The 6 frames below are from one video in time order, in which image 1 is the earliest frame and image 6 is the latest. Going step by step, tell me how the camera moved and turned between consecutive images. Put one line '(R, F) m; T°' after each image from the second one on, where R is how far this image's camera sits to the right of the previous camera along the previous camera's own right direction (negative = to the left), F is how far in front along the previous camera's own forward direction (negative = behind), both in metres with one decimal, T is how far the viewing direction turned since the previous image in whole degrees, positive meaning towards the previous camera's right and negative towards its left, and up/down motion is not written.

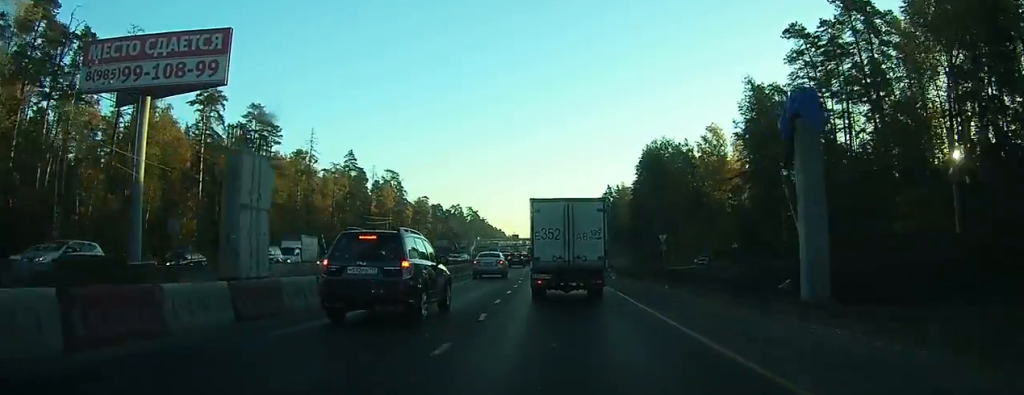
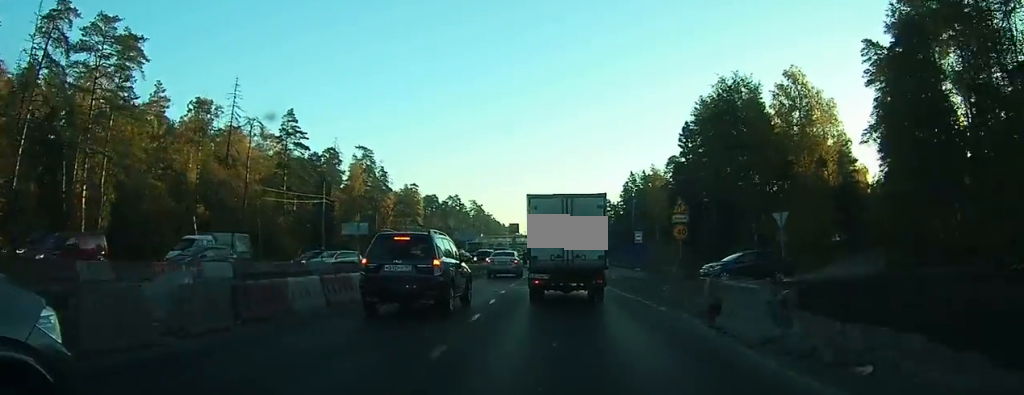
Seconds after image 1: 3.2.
(-0.1, +33.1) m; 0°
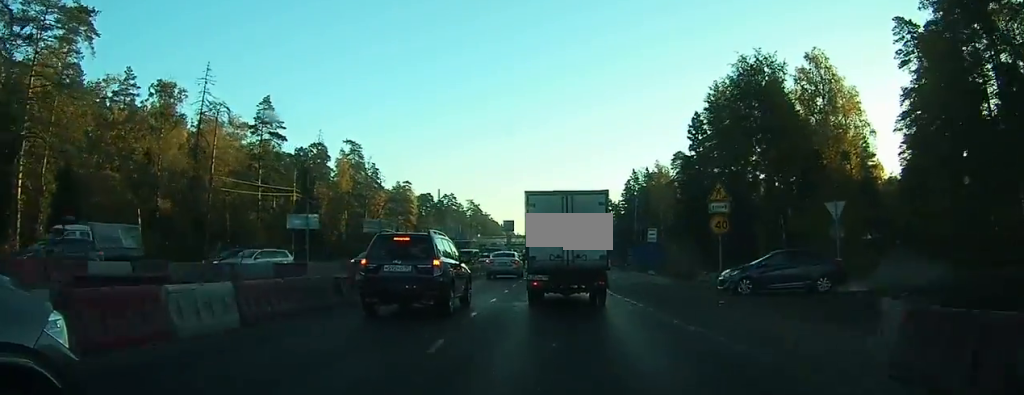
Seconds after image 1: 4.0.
(0.0, +6.0) m; 0°
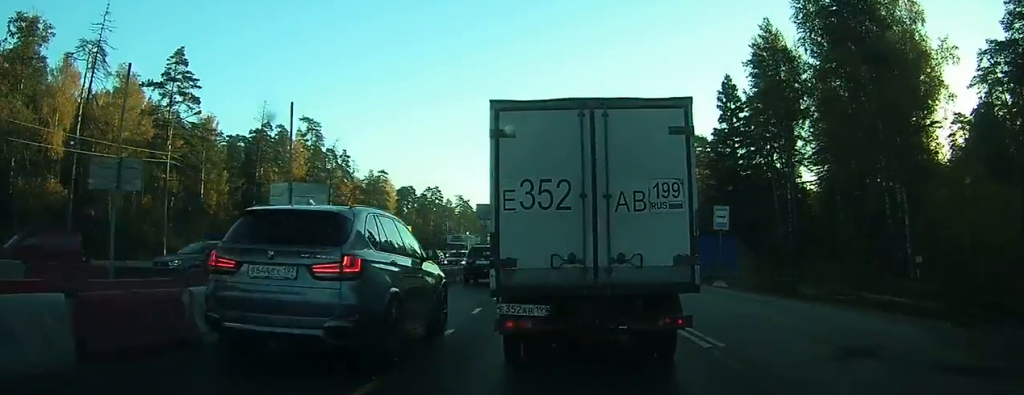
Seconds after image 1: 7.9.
(-0.5, +18.8) m; -5°
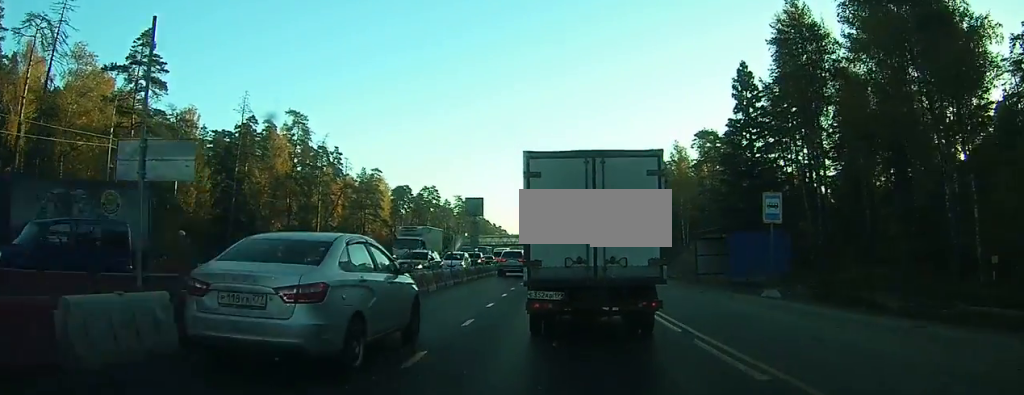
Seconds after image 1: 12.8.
(+0.5, +9.1) m; +7°
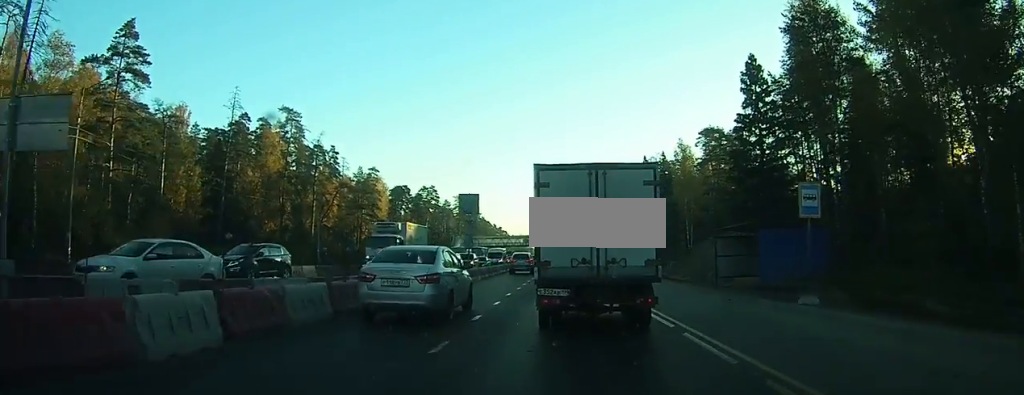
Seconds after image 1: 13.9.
(0.0, +2.5) m; 0°
